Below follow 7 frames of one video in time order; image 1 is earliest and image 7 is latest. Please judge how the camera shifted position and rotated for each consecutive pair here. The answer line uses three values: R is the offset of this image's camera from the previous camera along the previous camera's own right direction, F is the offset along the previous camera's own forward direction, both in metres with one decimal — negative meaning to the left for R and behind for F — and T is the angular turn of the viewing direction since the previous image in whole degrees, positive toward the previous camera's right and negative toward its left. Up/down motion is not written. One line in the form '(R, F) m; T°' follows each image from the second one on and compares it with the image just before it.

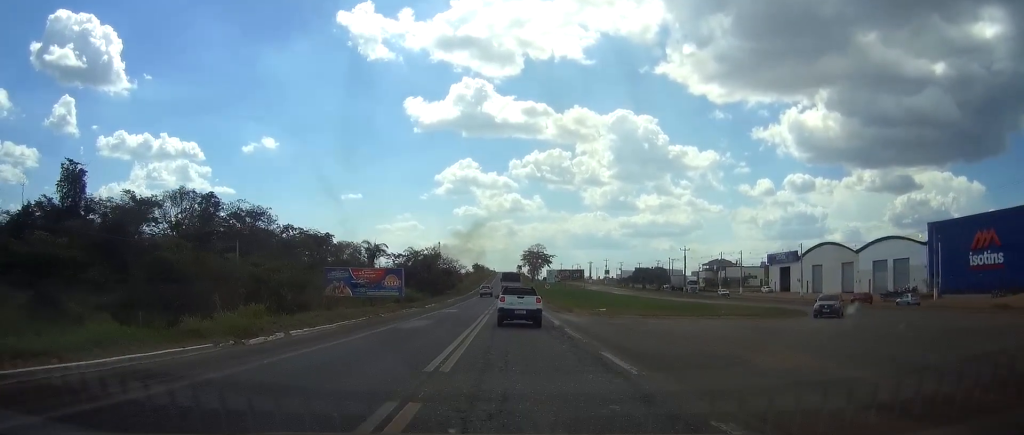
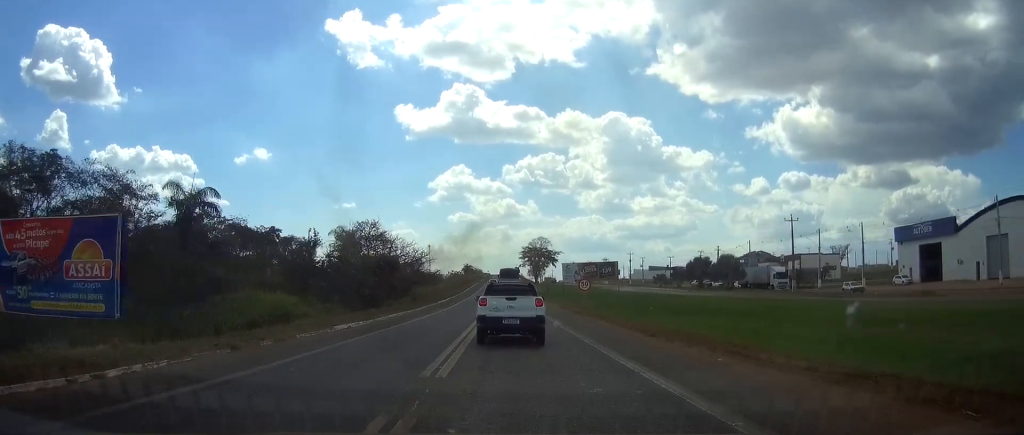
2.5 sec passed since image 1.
(+0.3, +55.9) m; 0°
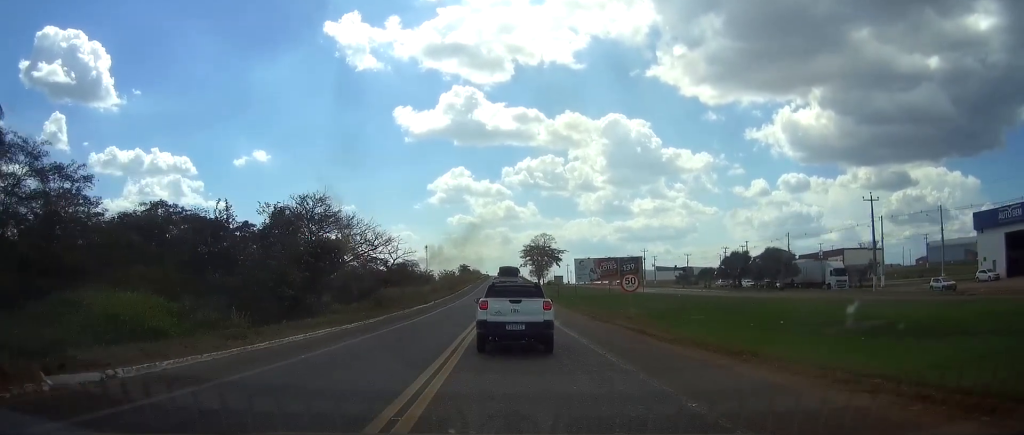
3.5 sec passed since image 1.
(-0.2, +20.9) m; 0°
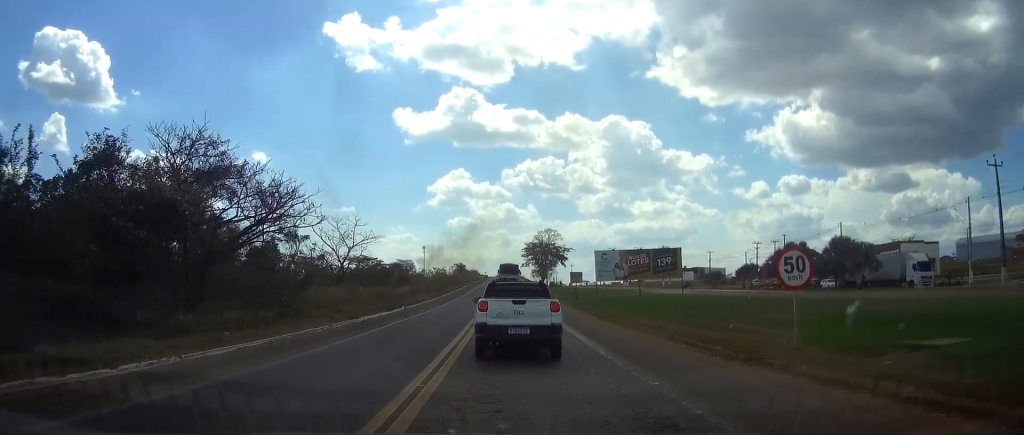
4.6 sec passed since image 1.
(+0.2, +21.1) m; 0°
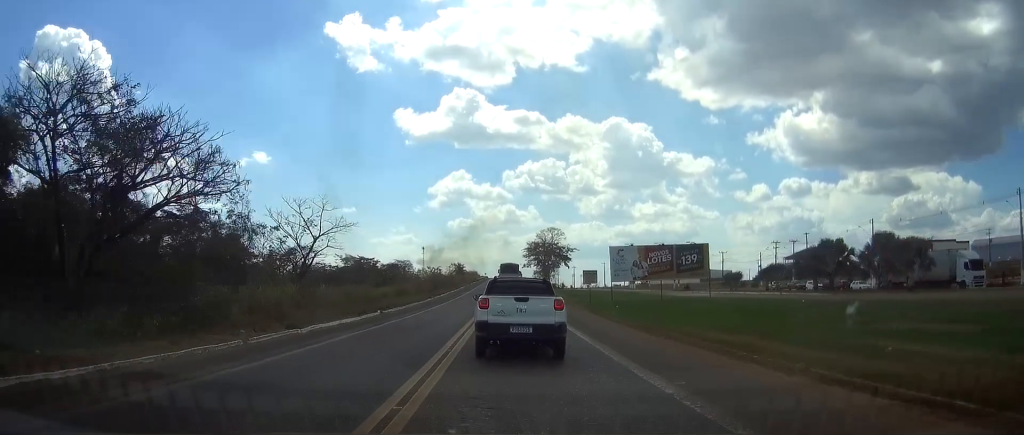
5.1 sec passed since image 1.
(-0.1, +10.2) m; 0°
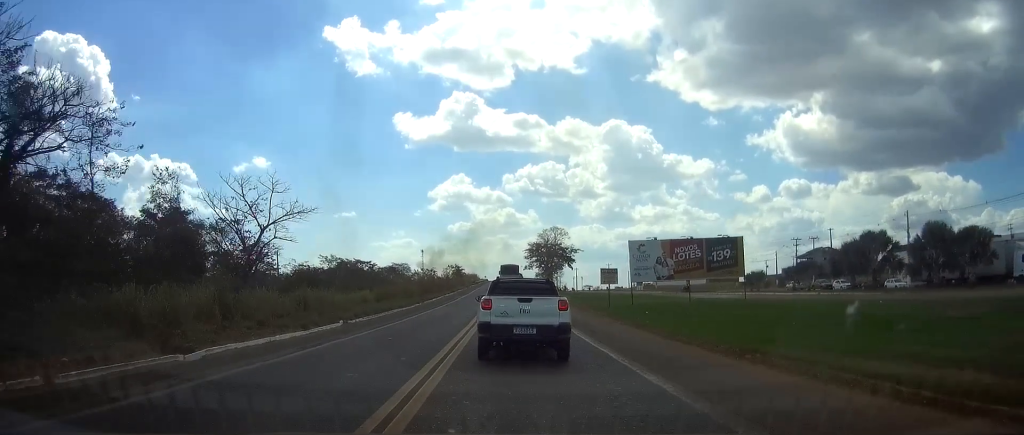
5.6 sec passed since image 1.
(0.0, +9.2) m; 0°
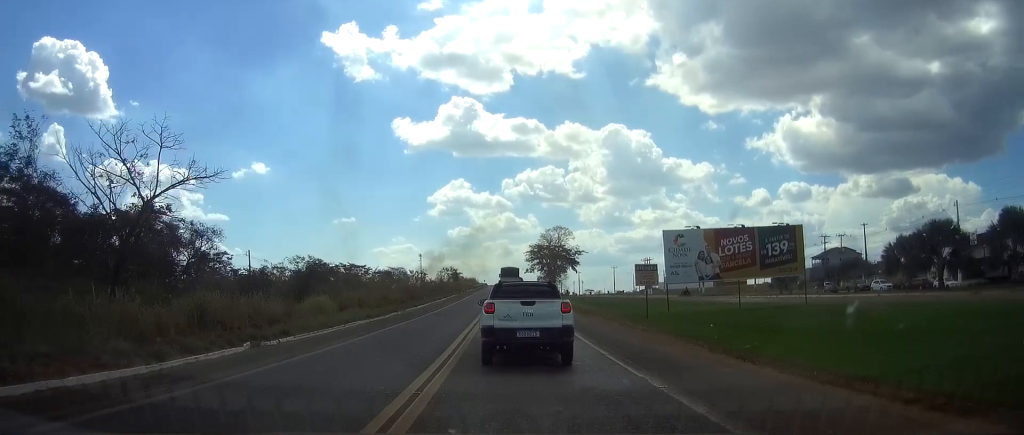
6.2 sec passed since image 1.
(0.0, +12.0) m; 0°
